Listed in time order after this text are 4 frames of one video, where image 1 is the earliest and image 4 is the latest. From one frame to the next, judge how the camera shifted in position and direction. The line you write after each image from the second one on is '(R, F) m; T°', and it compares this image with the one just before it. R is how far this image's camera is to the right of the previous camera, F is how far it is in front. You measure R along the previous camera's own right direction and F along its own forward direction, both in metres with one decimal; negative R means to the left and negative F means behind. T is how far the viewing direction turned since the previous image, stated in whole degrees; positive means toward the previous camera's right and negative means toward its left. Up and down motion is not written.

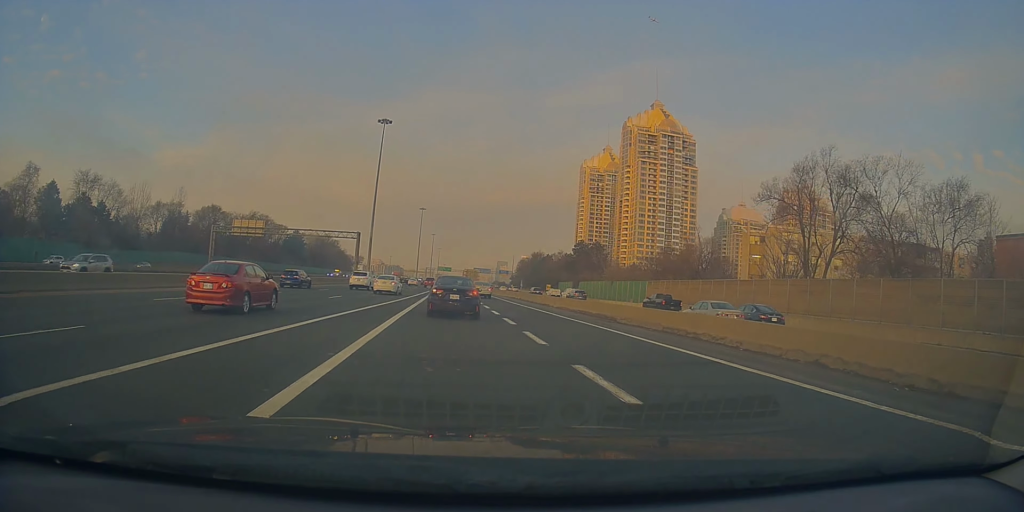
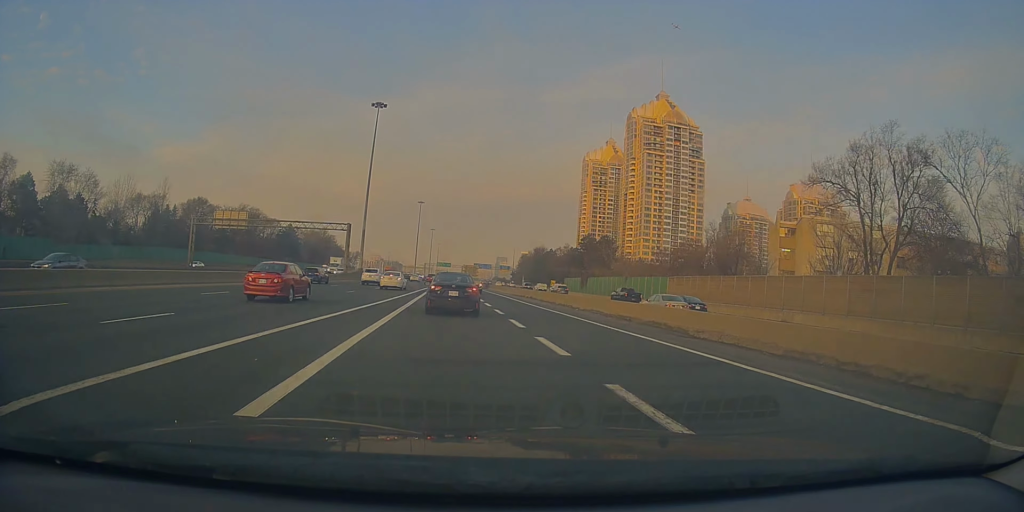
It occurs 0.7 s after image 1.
(0.0, +8.1) m; 0°
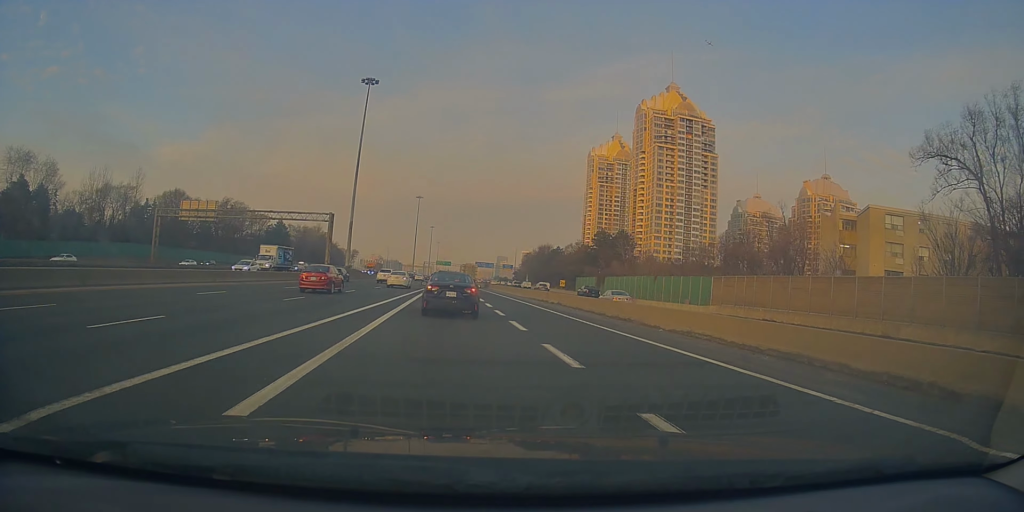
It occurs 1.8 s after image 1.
(+0.1, +13.0) m; 0°
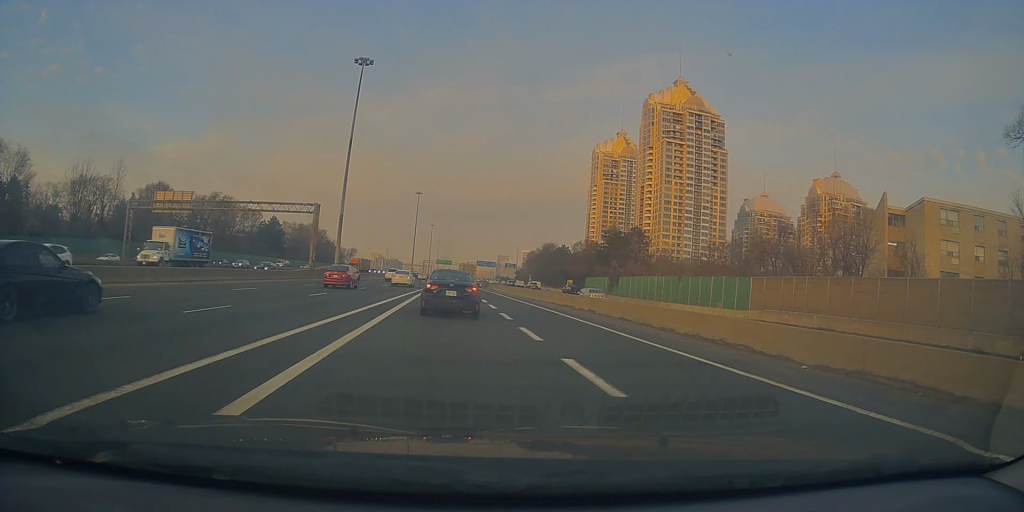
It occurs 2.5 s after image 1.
(0.0, +8.6) m; 0°
